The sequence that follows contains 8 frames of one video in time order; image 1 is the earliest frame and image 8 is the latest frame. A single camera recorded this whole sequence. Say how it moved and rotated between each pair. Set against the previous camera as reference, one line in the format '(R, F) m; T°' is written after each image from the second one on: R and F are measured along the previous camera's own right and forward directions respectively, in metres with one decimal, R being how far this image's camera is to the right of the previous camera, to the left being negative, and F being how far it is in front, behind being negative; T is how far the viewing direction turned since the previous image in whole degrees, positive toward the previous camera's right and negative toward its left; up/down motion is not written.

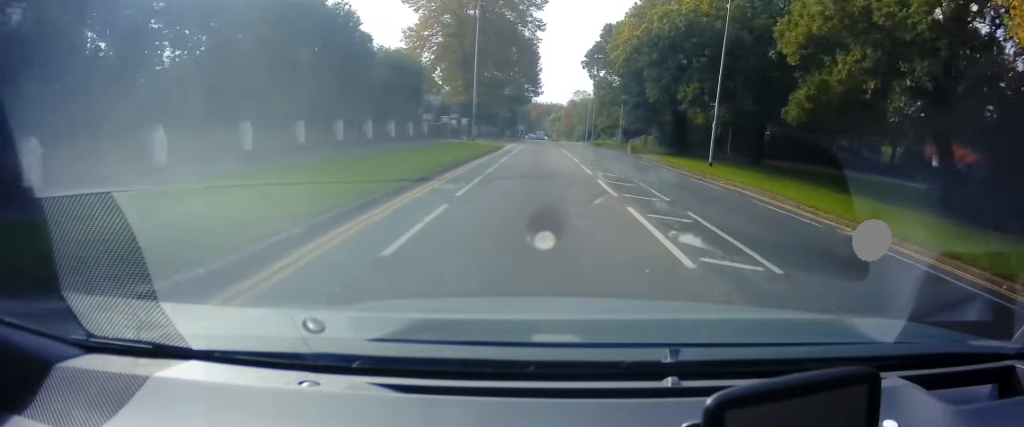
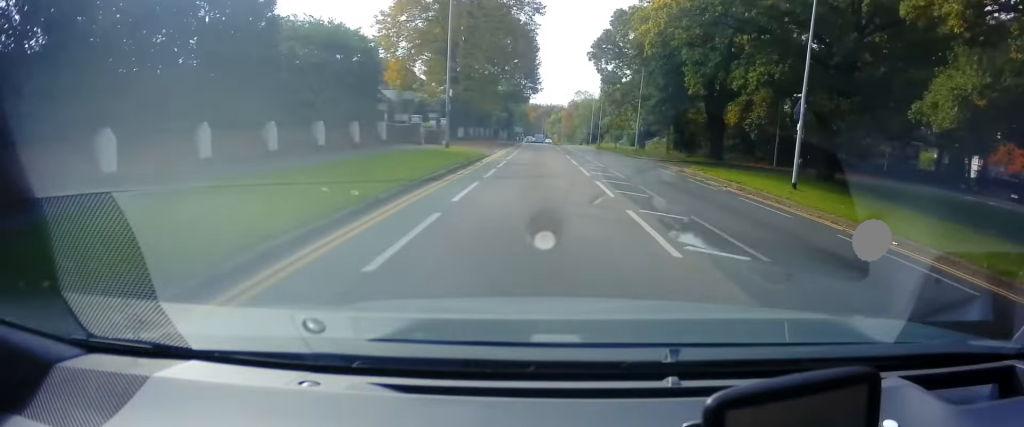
(-0.2, +11.4) m; 0°
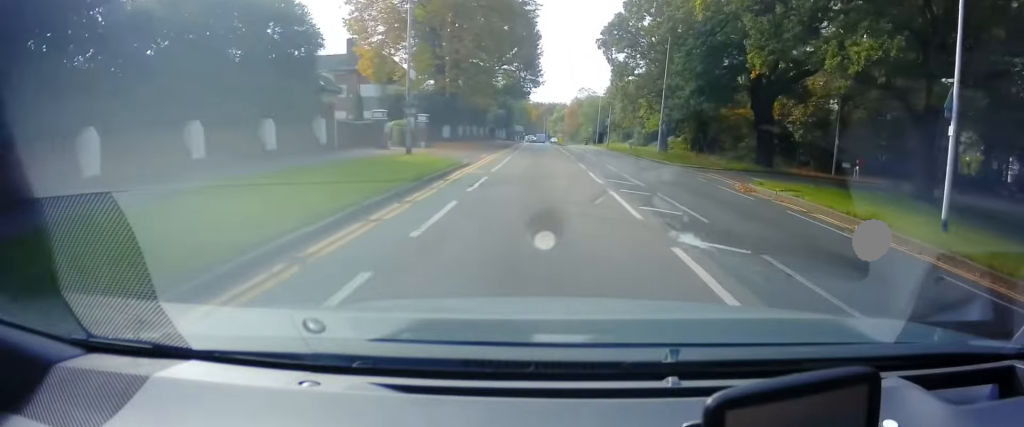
(+0.1, +8.9) m; +2°
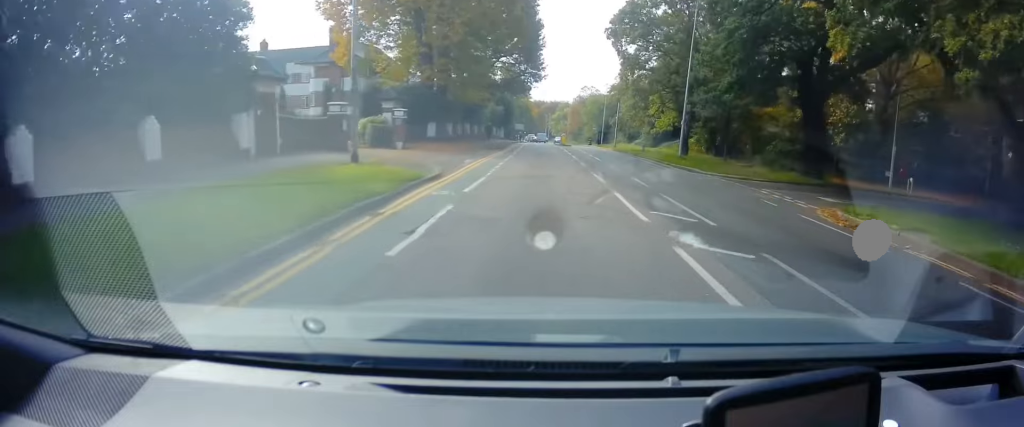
(+0.1, +6.5) m; 0°
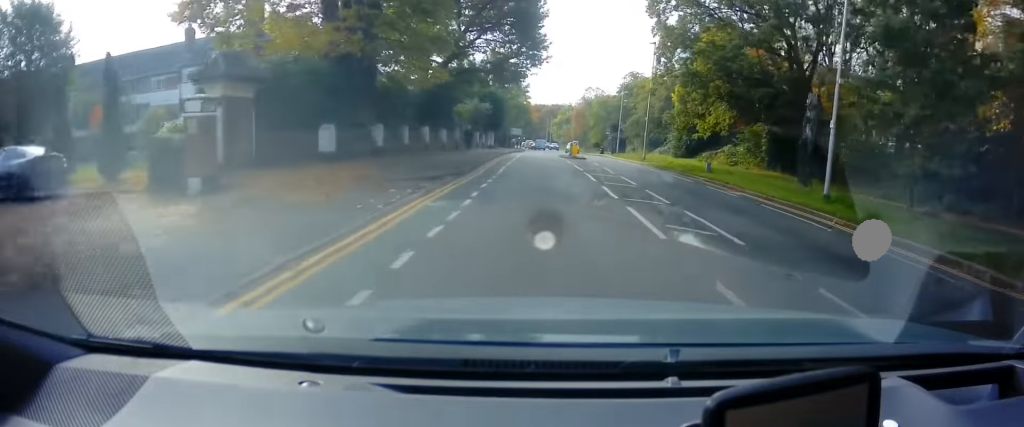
(-0.3, +19.1) m; -1°
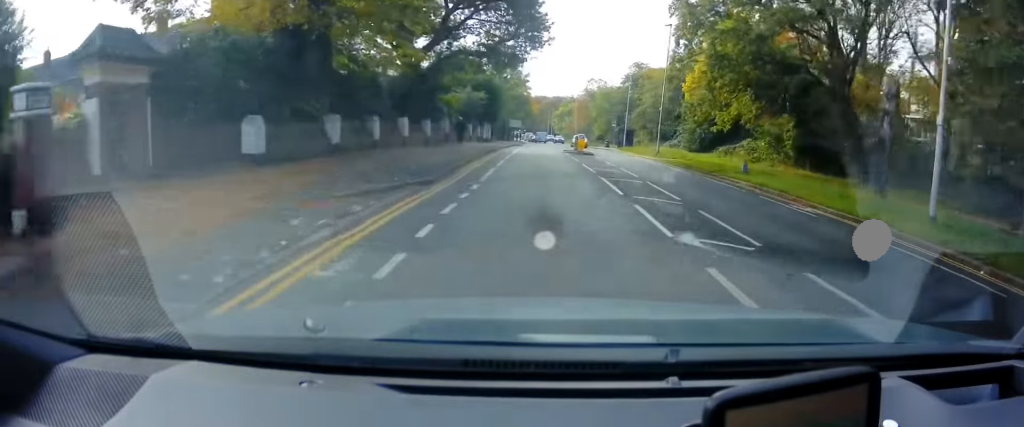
(0.0, +5.4) m; 0°
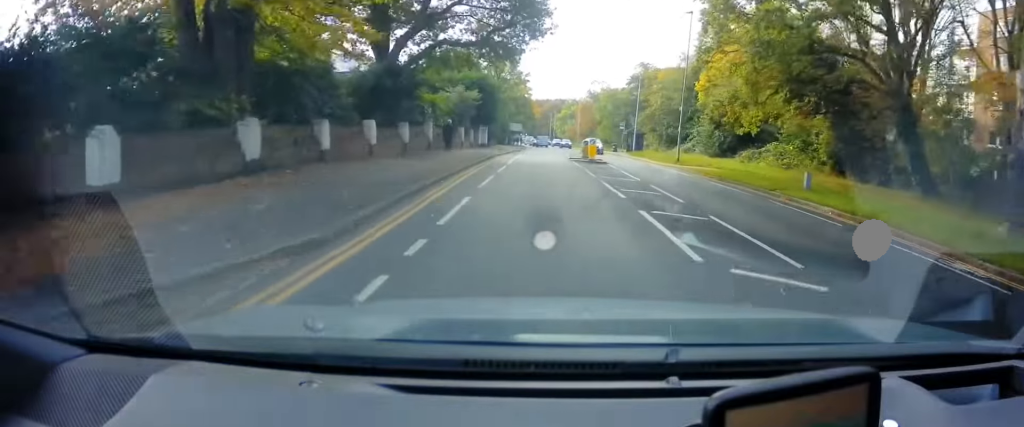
(0.0, +5.9) m; -1°
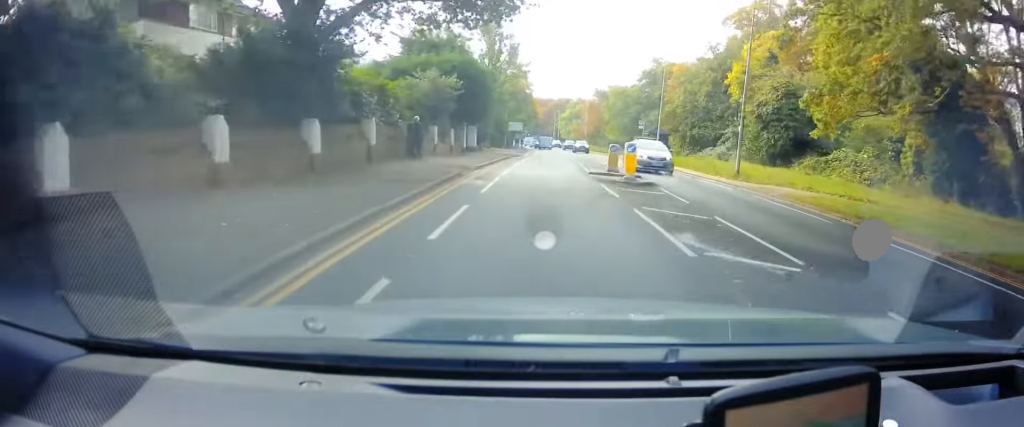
(-0.3, +11.4) m; -1°
